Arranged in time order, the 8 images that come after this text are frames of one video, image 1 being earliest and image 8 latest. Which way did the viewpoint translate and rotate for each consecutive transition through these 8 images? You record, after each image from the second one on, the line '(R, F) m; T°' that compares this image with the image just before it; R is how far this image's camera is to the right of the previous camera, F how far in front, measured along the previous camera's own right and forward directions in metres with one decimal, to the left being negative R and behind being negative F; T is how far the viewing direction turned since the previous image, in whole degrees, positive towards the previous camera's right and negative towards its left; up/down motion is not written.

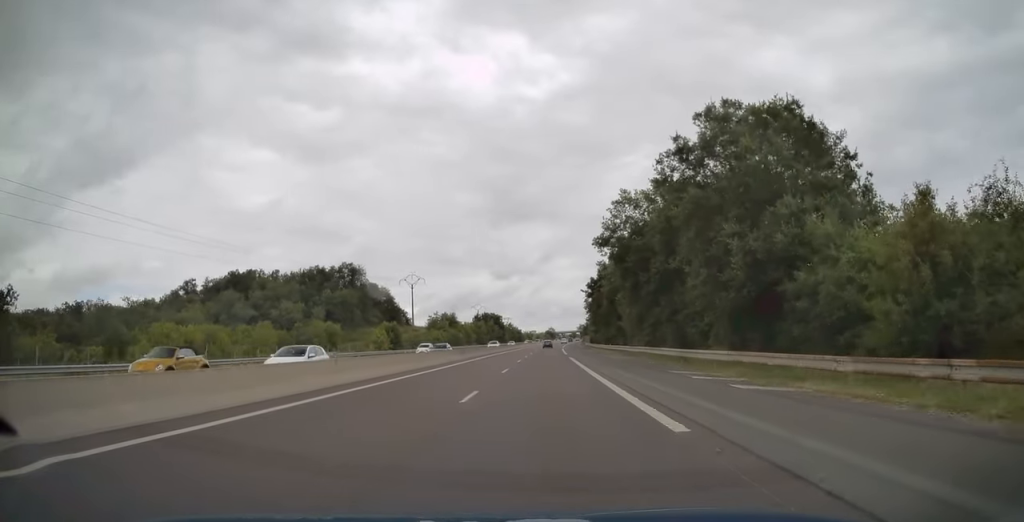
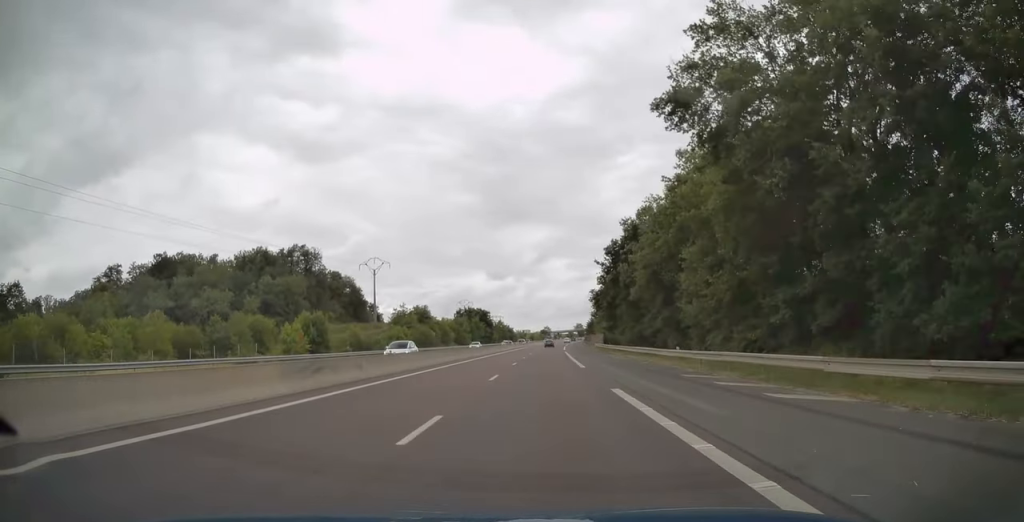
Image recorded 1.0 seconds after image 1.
(+0.2, +31.8) m; +1°
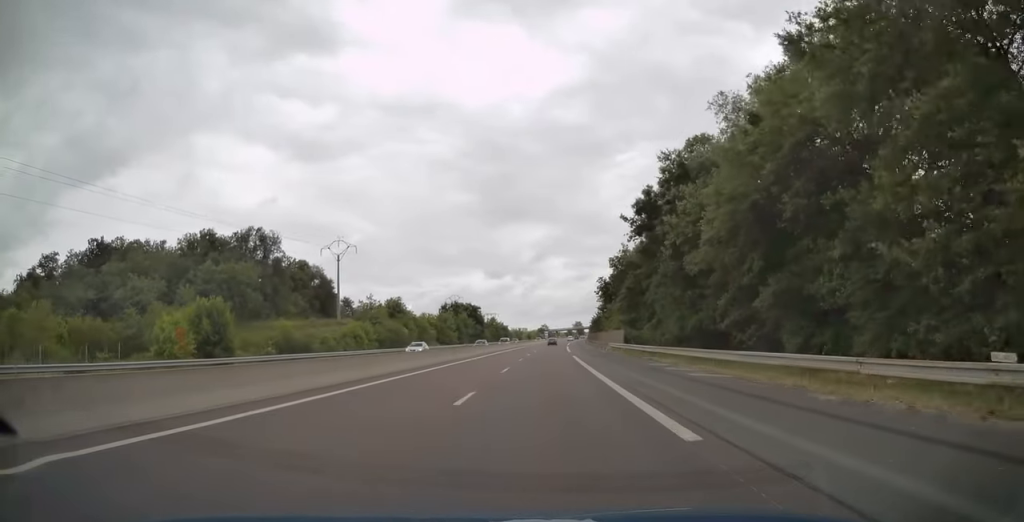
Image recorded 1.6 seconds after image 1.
(+0.1, +21.5) m; 0°
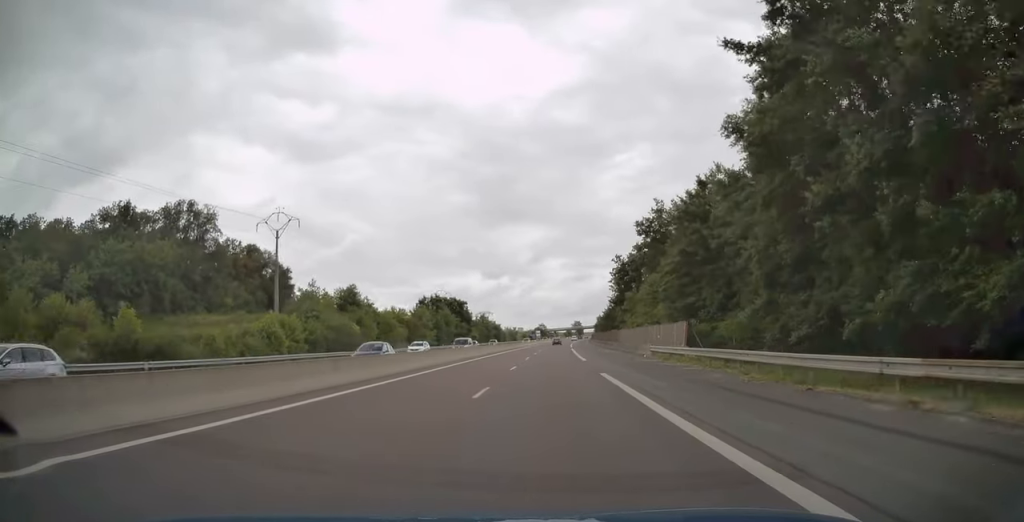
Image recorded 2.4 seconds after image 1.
(+0.1, +24.7) m; 0°
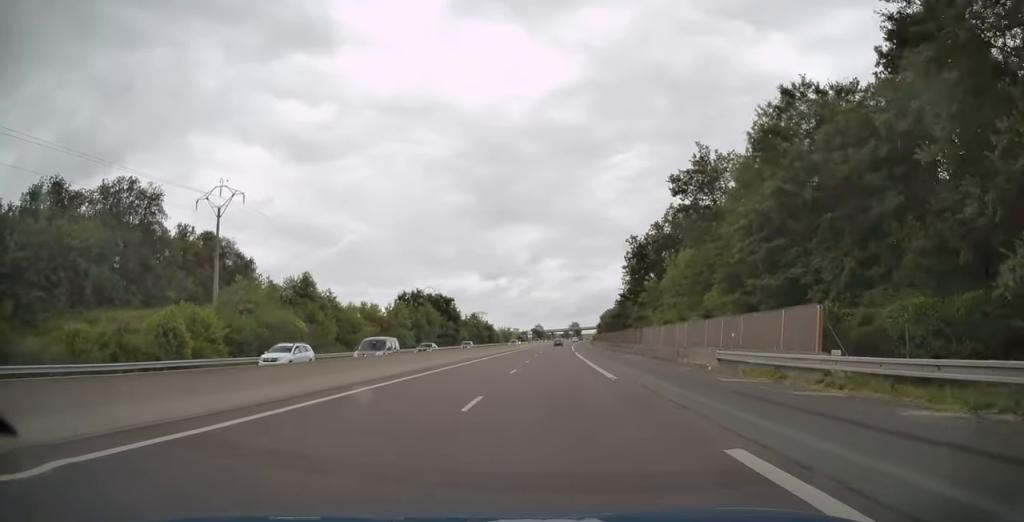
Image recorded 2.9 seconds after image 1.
(+0.1, +15.5) m; 0°
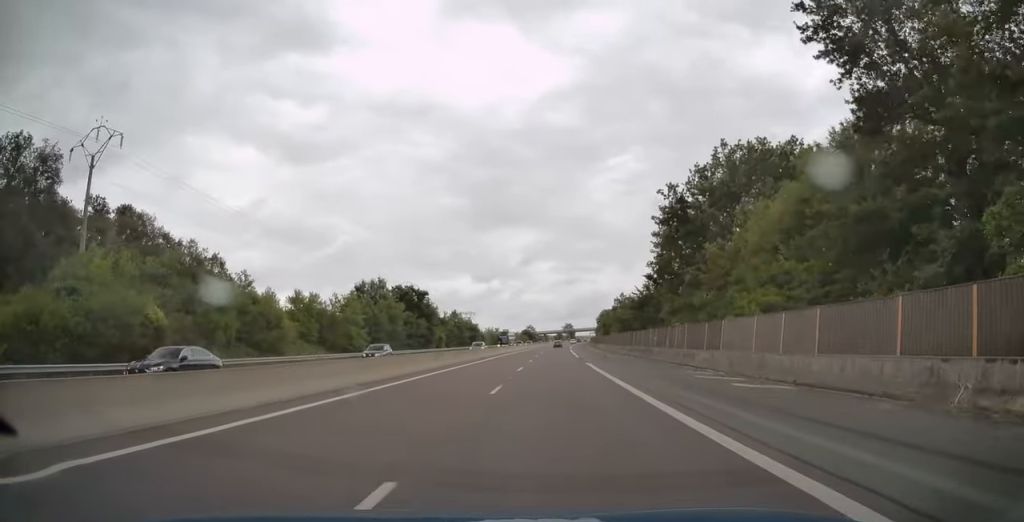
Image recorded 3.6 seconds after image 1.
(0.0, +22.0) m; 0°
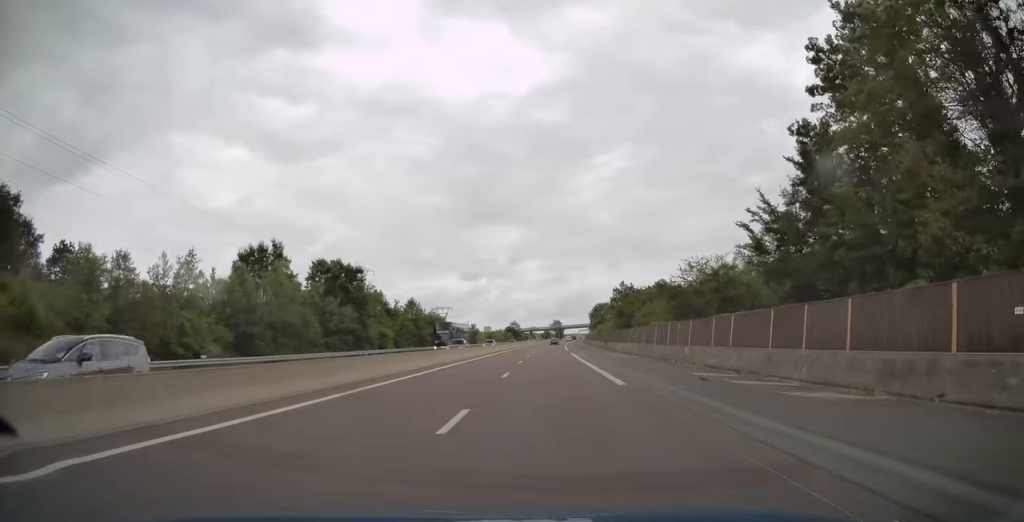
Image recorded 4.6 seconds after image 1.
(+0.2, +33.3) m; +1°
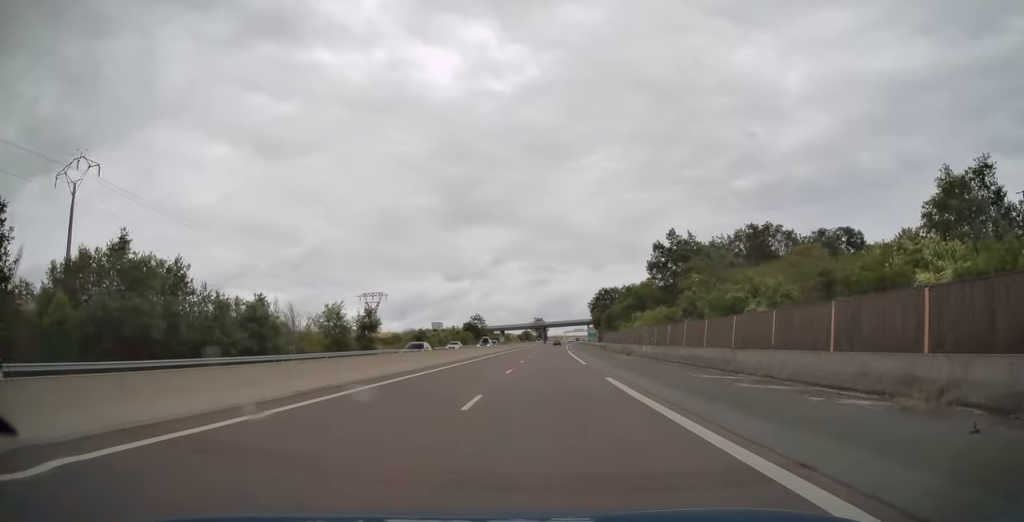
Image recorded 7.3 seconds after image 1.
(+1.9, +87.8) m; +2°
